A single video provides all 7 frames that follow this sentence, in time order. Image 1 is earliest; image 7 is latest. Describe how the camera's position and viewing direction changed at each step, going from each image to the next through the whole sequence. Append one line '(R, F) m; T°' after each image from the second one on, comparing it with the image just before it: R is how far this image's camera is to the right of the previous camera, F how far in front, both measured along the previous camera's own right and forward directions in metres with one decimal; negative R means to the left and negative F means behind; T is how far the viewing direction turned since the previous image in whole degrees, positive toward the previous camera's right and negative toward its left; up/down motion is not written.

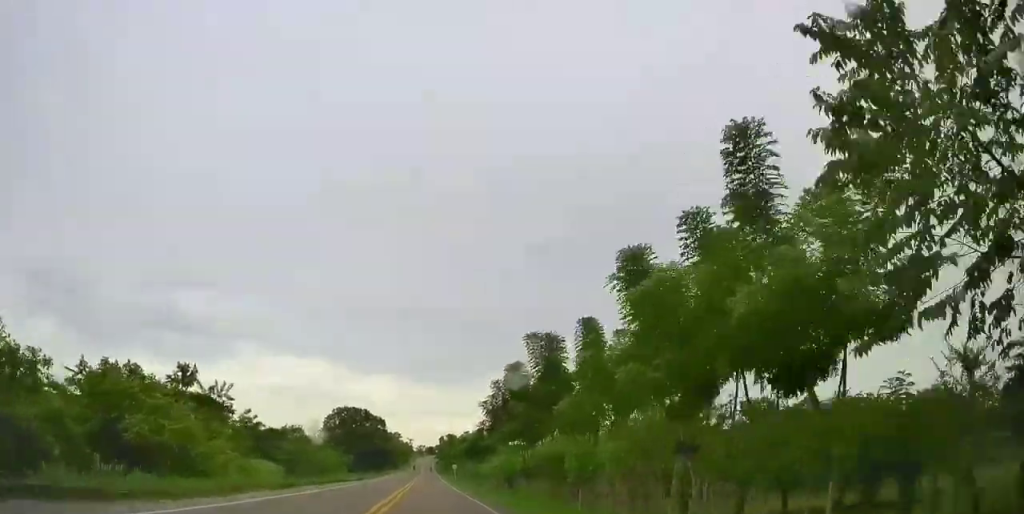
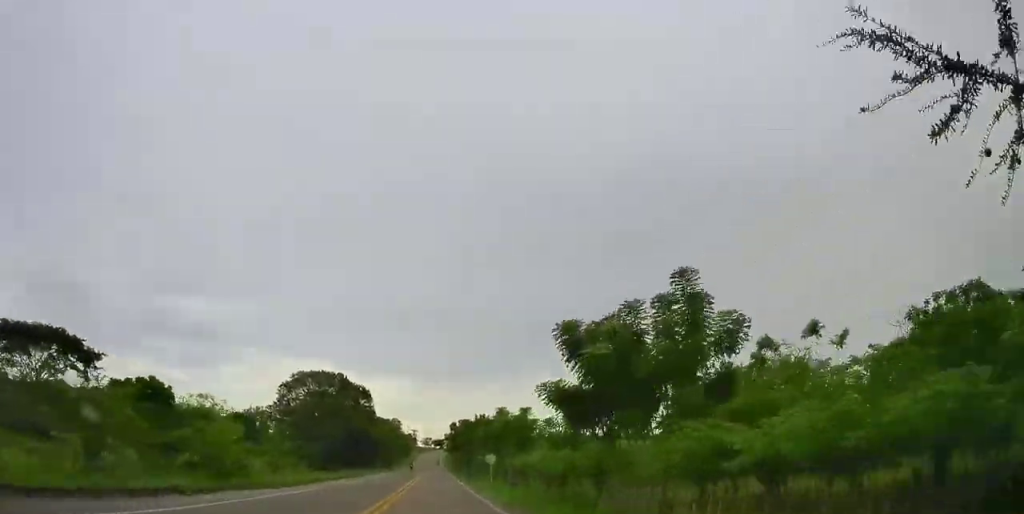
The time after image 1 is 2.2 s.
(-0.3, +45.7) m; -2°
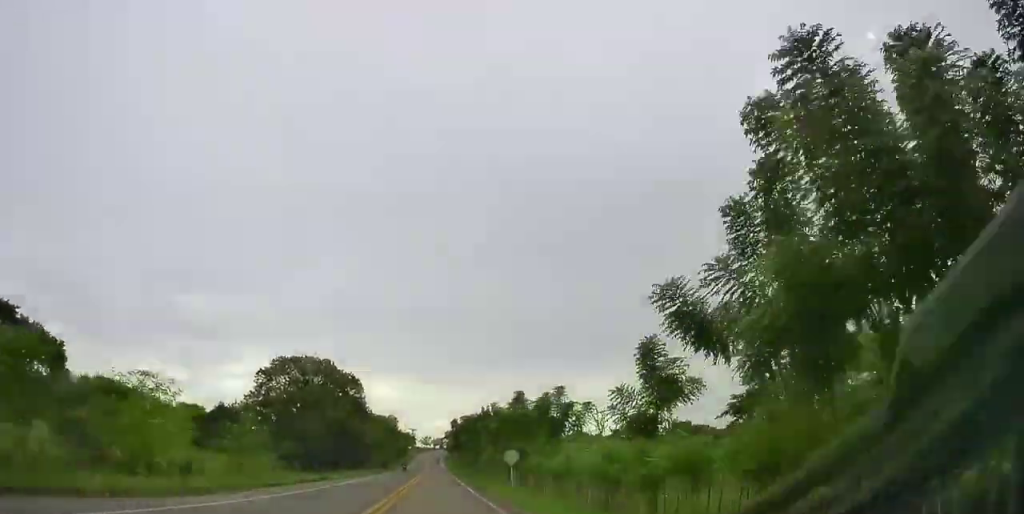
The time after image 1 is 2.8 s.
(0.0, +12.1) m; +1°
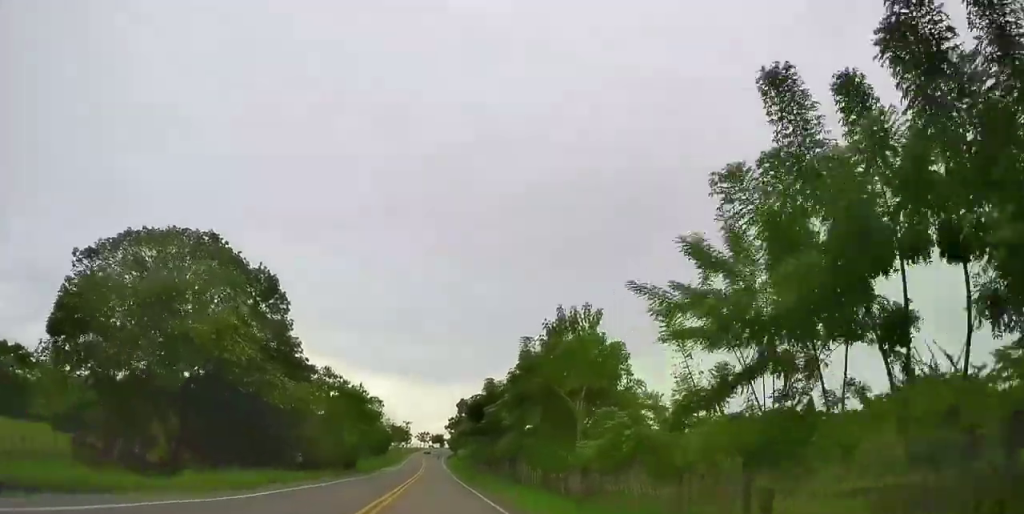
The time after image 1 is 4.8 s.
(+3.2, +43.7) m; +6°
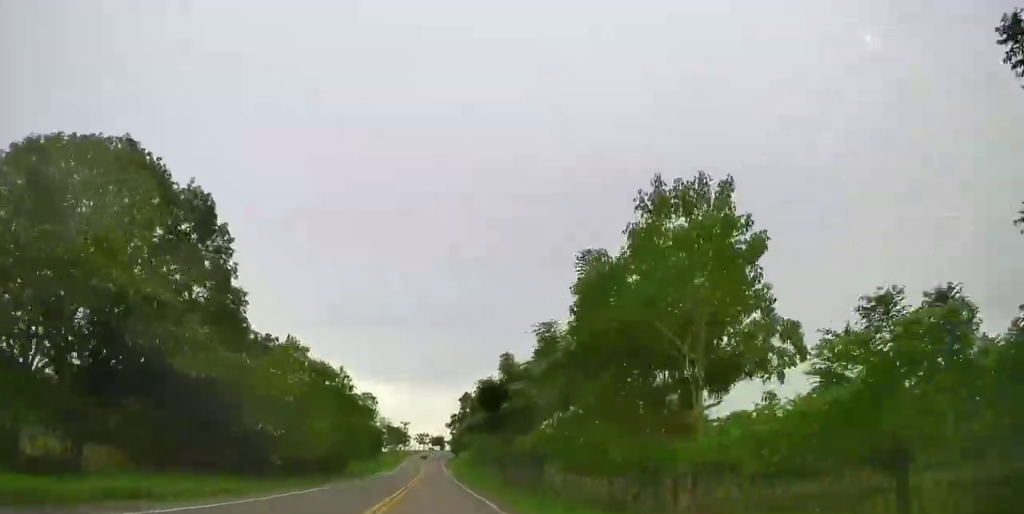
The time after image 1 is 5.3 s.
(0.0, +12.4) m; 0°
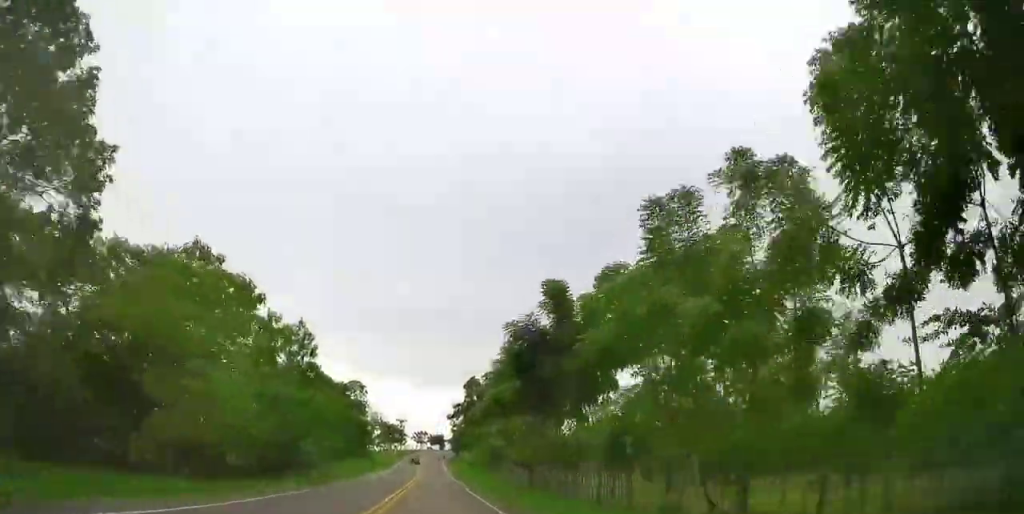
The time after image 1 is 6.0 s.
(0.0, +15.0) m; -2°
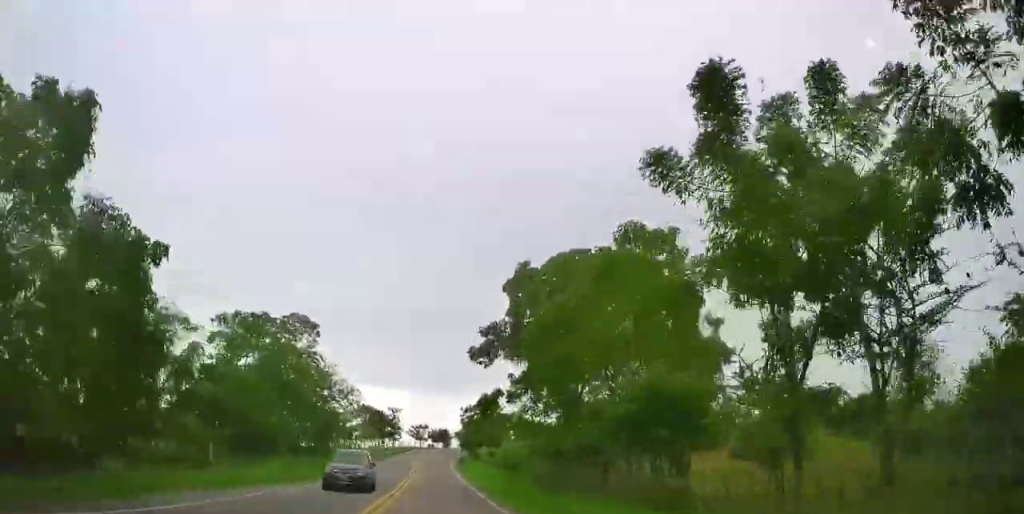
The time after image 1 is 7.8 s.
(-2.9, +37.3) m; -9°
